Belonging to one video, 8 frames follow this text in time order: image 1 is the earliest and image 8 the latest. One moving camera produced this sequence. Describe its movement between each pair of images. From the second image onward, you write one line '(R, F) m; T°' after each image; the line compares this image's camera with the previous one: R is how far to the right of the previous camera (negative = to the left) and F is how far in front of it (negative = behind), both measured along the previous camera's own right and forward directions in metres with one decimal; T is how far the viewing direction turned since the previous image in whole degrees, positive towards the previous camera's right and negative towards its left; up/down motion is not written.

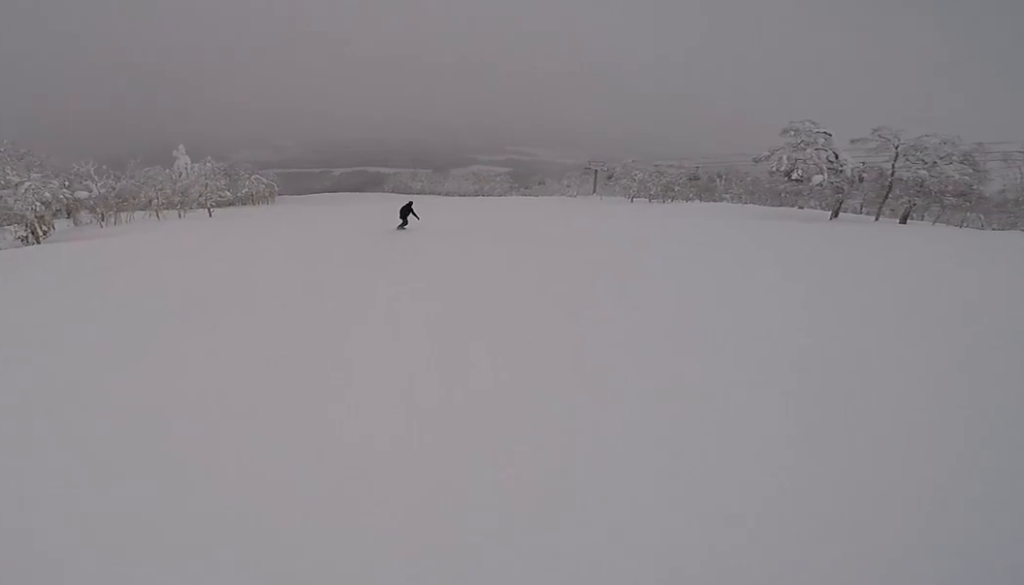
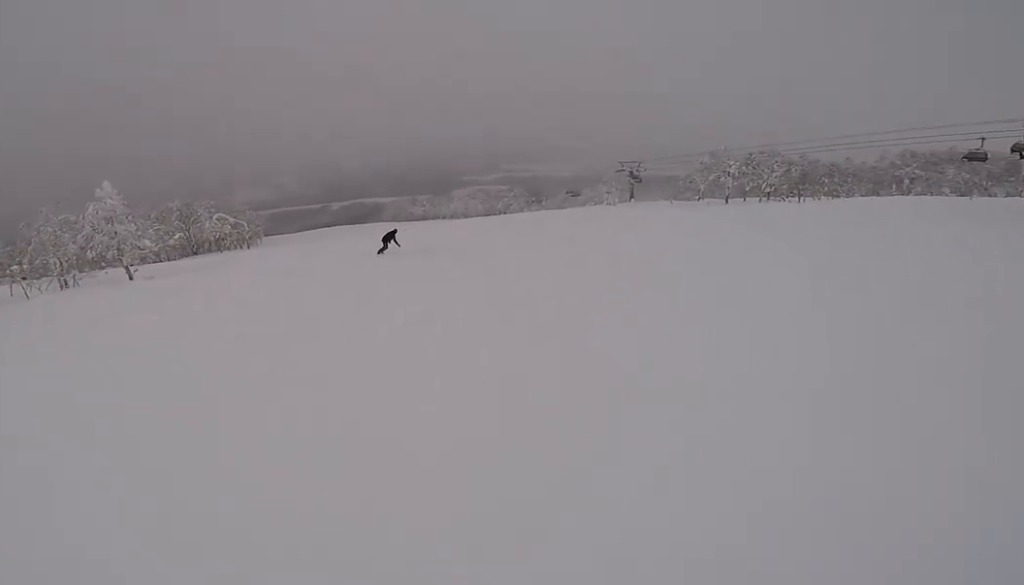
(+0.2, +20.1) m; +4°
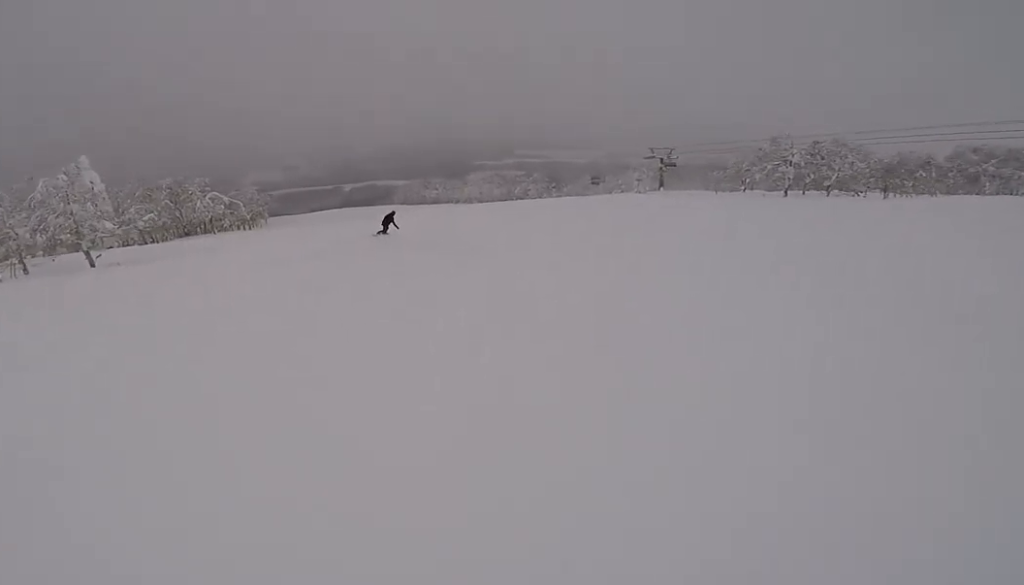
(+0.7, +6.1) m; 0°
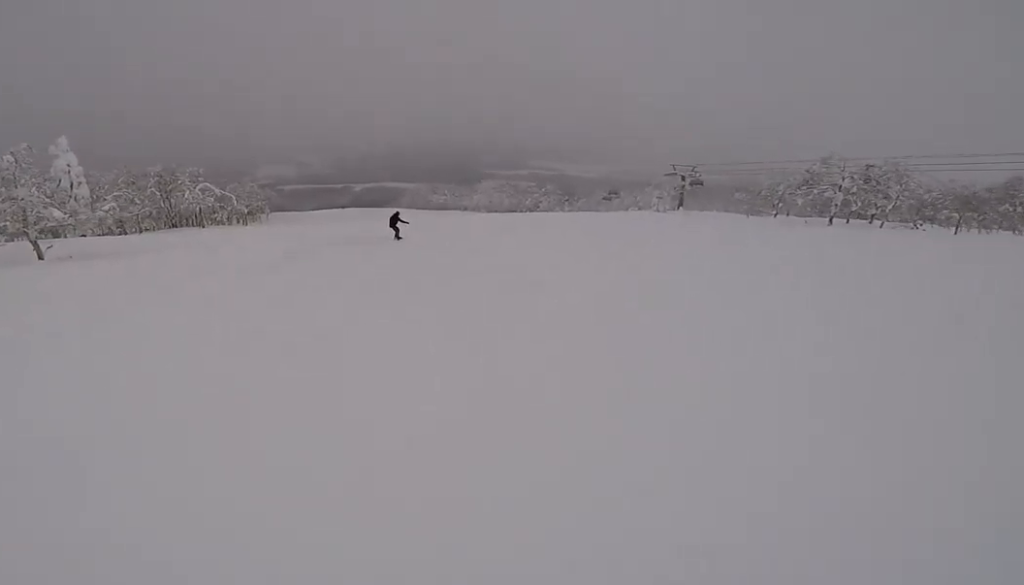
(-0.1, +5.0) m; -2°
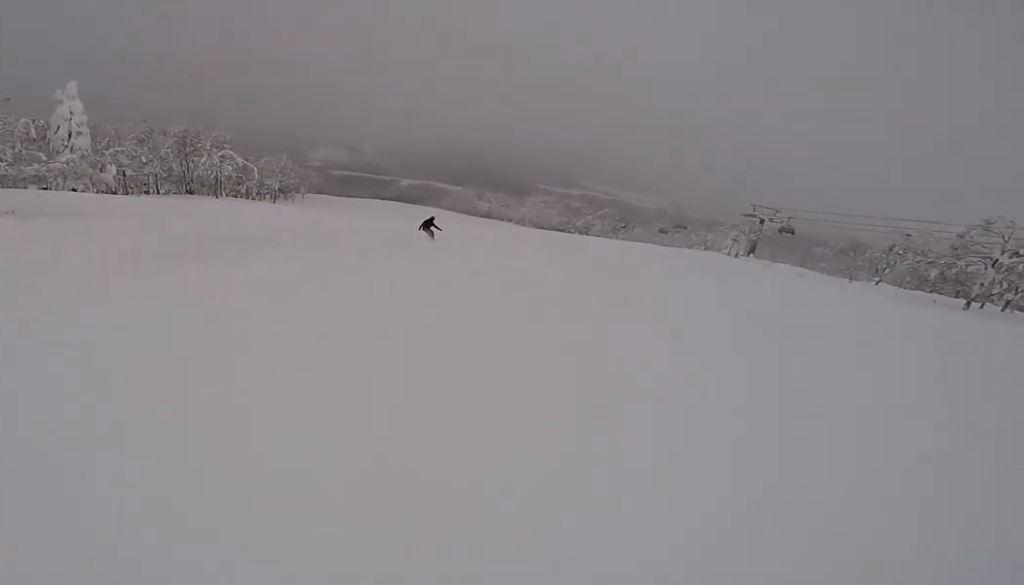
(-0.5, +7.6) m; -4°
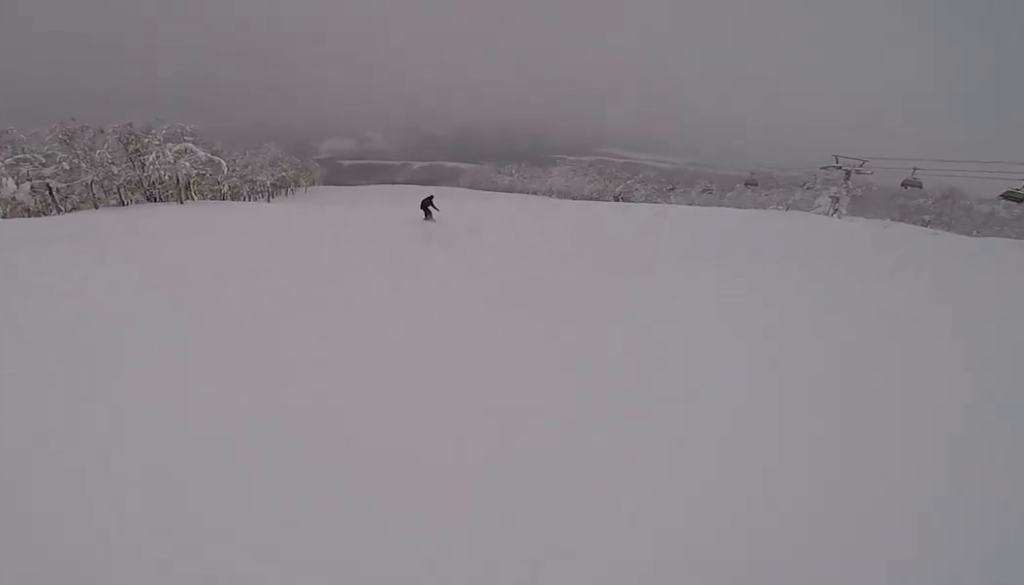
(-0.4, +12.1) m; -1°
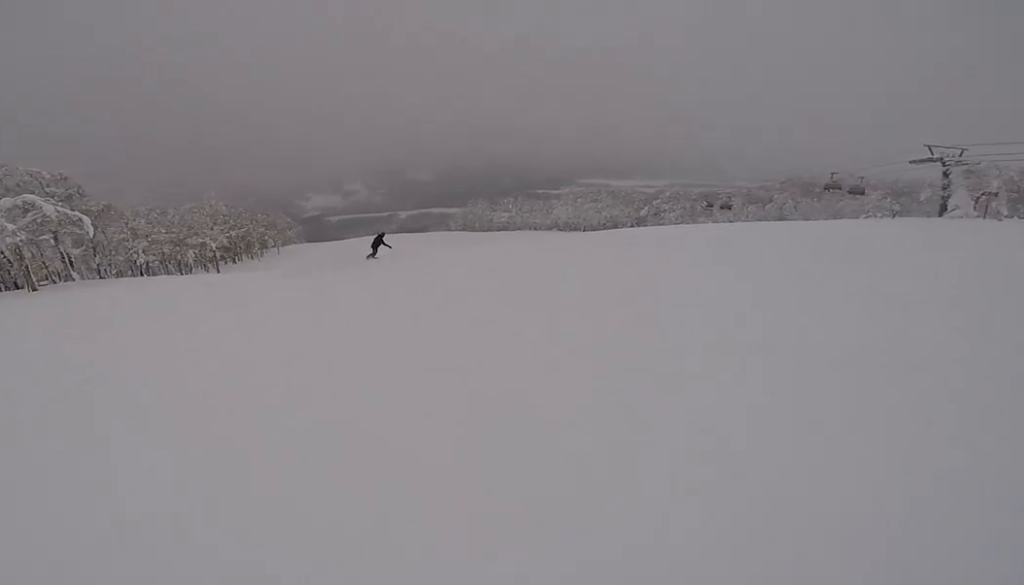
(+0.7, +17.8) m; +5°
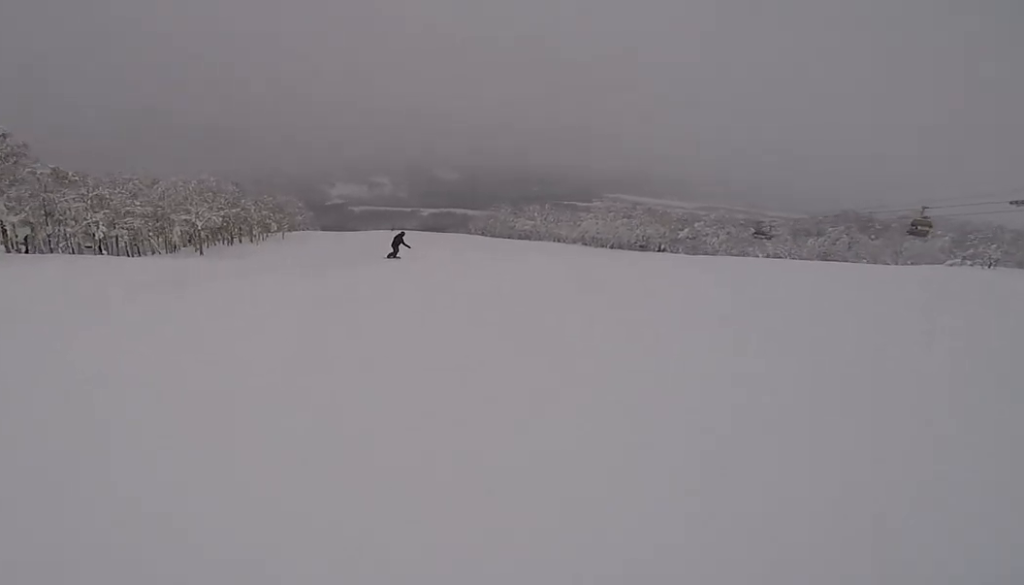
(+0.8, +7.5) m; -3°
